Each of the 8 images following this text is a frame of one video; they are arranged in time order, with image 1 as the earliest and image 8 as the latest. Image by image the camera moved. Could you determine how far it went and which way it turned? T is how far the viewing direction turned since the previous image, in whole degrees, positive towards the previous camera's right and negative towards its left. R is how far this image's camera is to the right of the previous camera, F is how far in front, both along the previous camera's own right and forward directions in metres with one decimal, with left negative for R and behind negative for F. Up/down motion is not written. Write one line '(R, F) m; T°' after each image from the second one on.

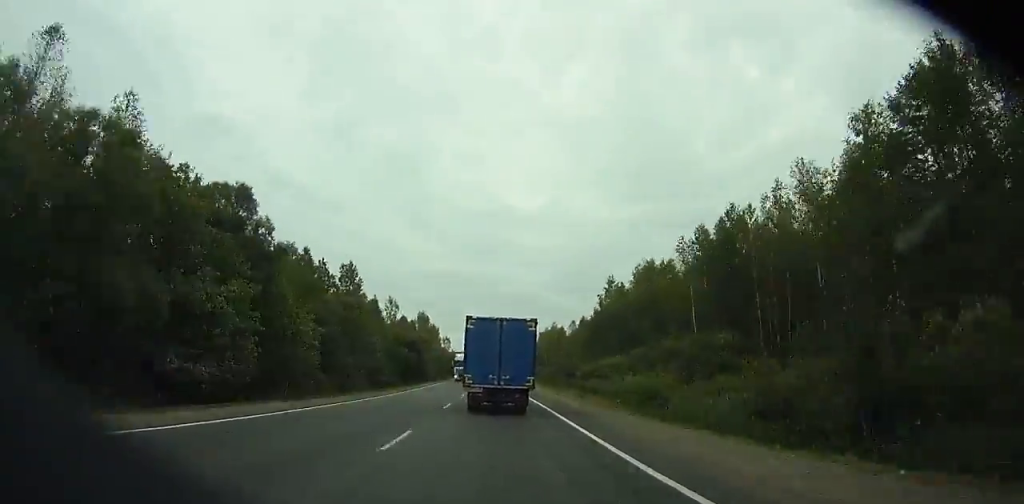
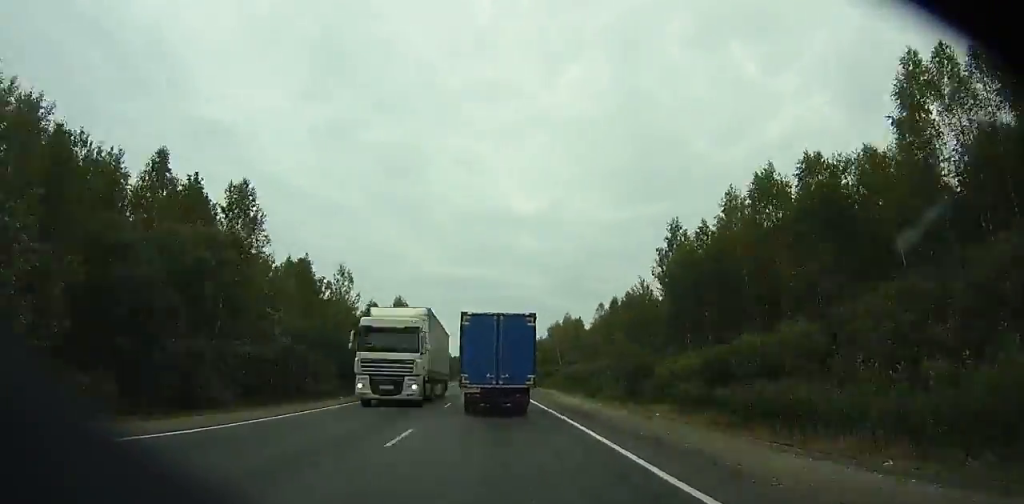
(-0.3, +36.3) m; -1°
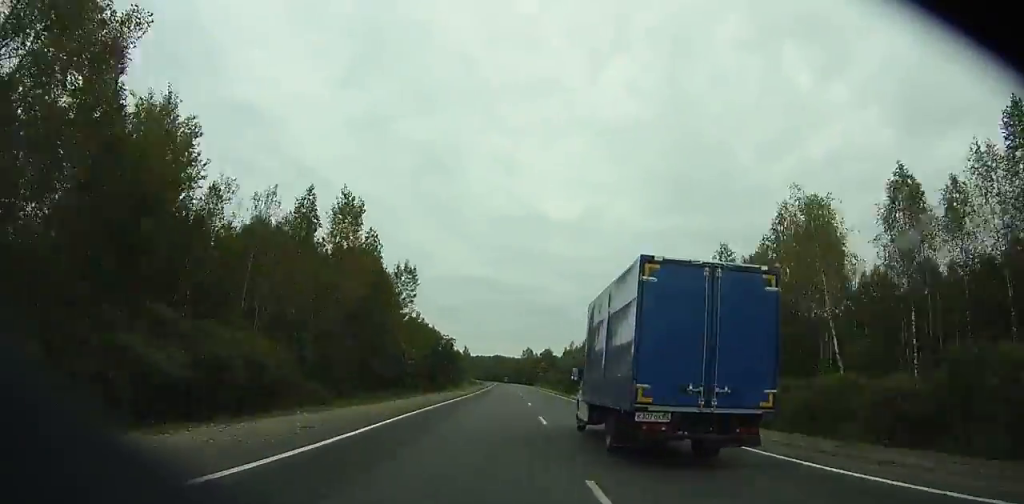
(-1.8, +103.4) m; -1°
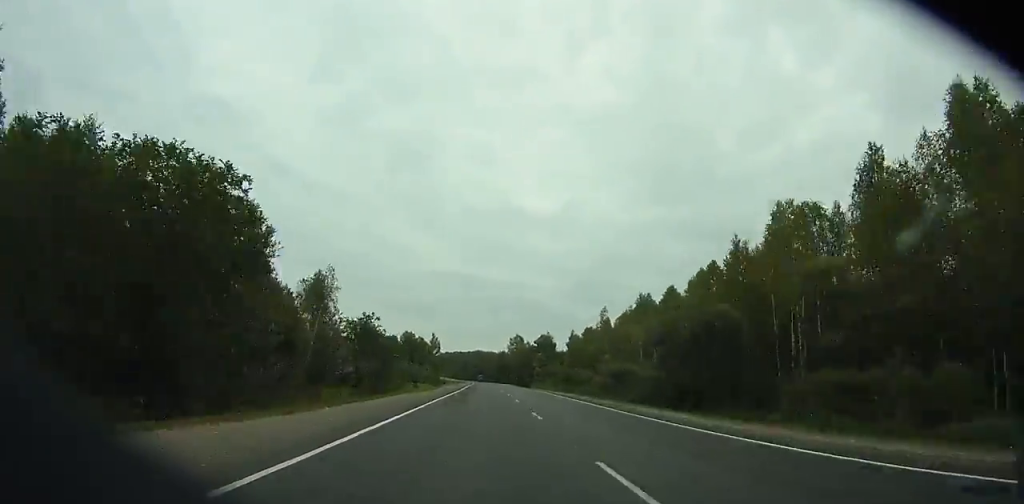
(+0.1, +80.5) m; +1°
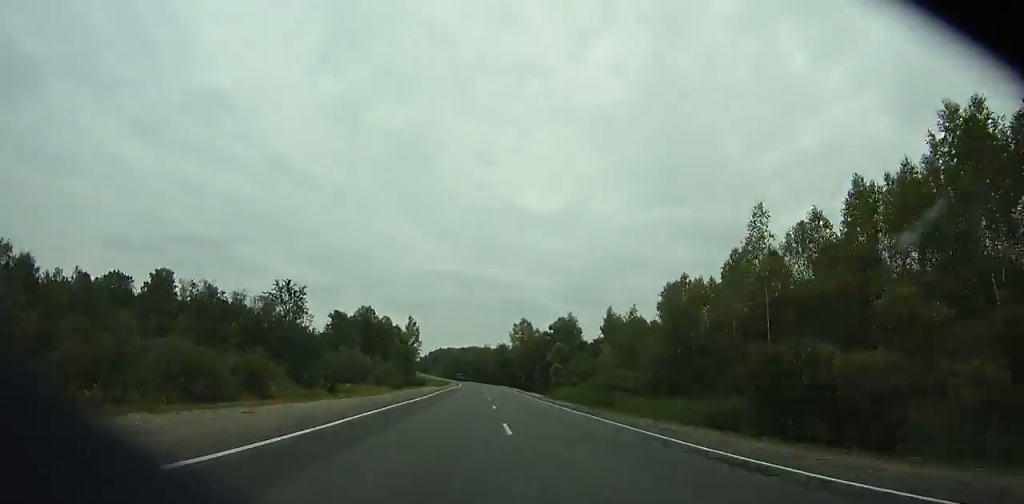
(+0.7, +60.6) m; 0°
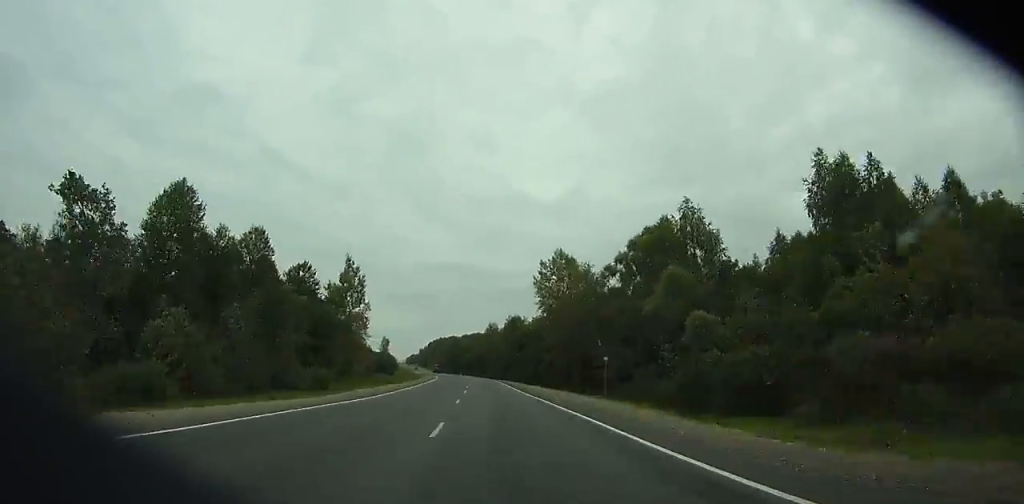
(-0.1, +84.4) m; -1°
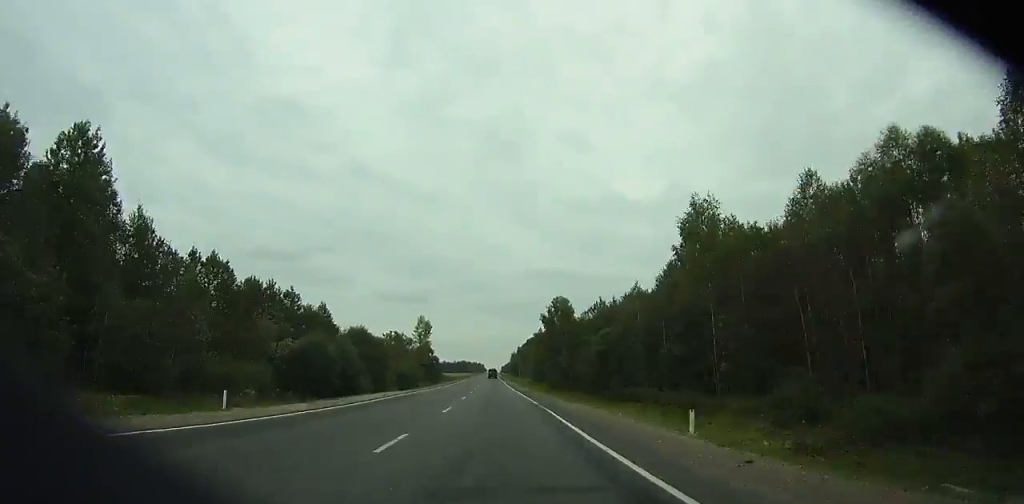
(-8.7, +159.1) m; -7°
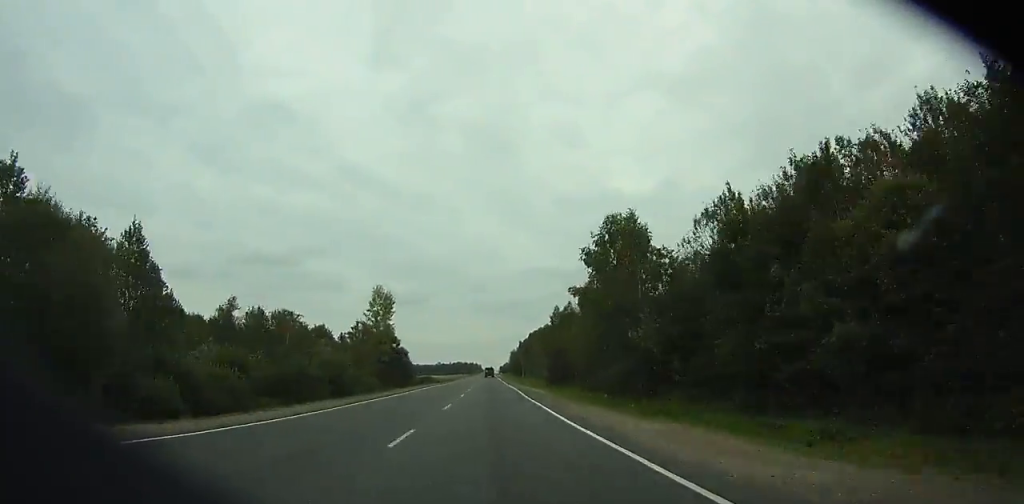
(-1.8, +58.6) m; -2°
